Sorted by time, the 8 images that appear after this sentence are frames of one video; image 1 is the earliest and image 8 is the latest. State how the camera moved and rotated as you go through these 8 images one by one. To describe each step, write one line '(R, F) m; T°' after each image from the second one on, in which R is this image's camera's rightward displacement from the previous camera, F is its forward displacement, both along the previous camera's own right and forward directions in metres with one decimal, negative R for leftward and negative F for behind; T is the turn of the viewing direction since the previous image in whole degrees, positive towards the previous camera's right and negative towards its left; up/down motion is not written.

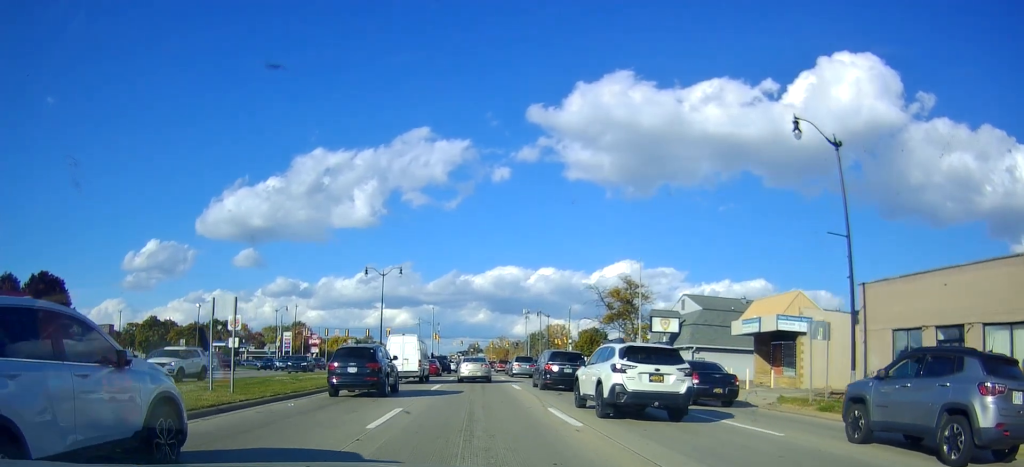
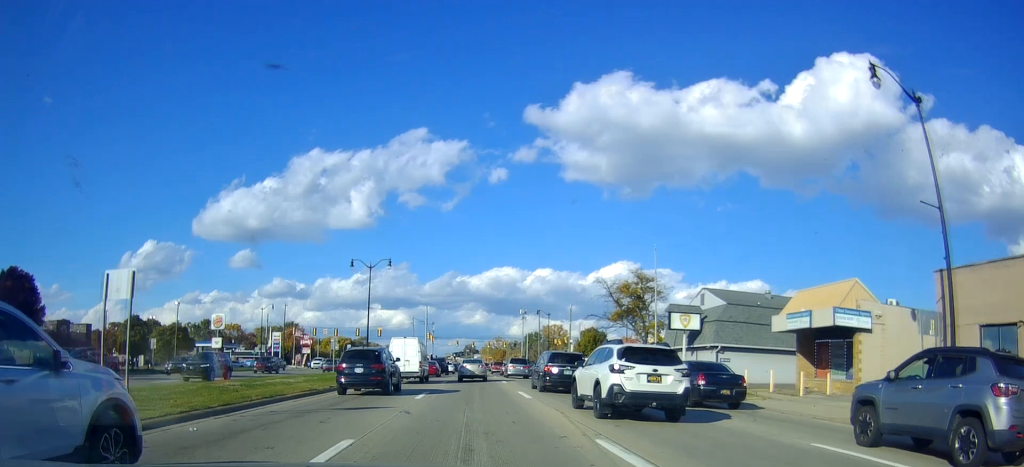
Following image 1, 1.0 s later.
(0.0, +5.2) m; 0°
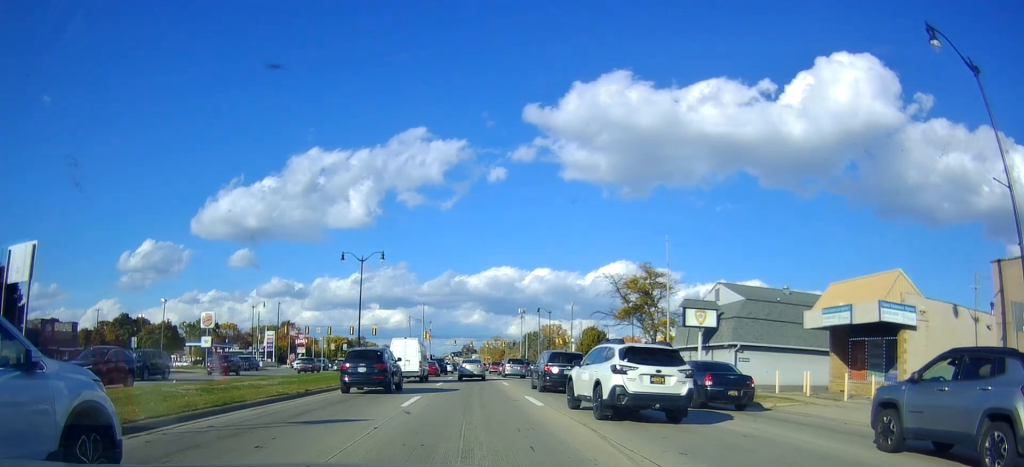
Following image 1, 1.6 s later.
(0.0, +3.3) m; 0°
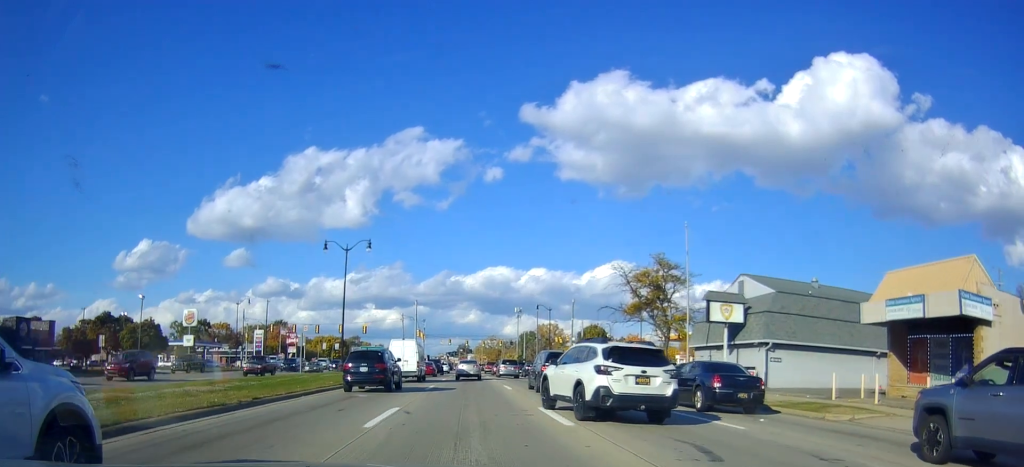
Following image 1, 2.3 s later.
(0.0, +4.8) m; 0°
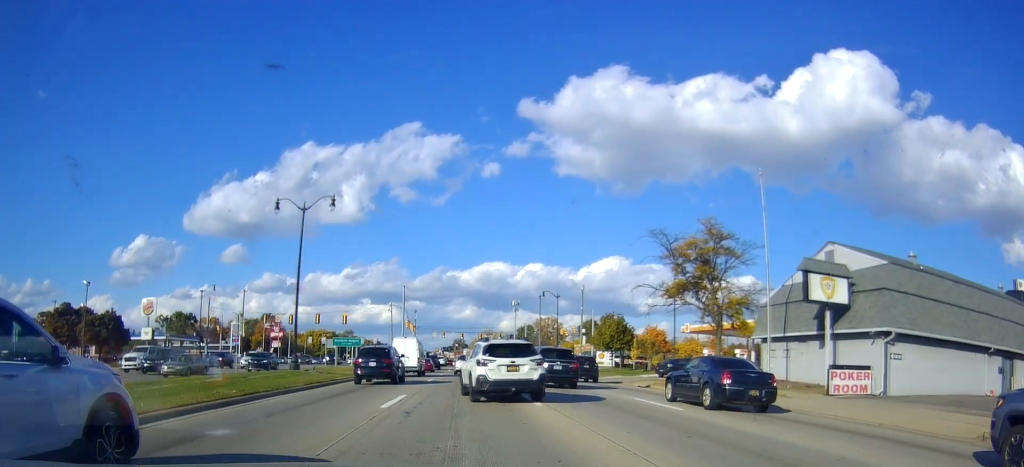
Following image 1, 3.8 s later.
(+0.9, +12.4) m; +5°
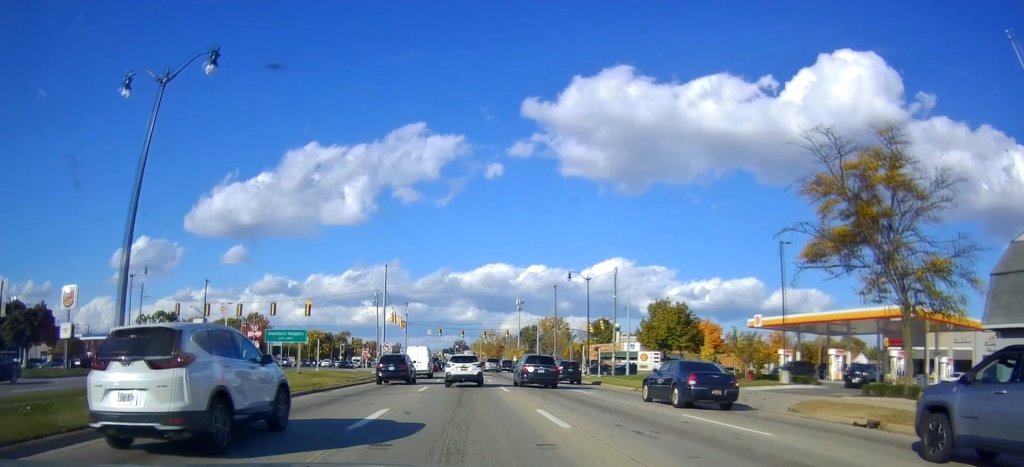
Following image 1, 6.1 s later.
(+0.3, +19.8) m; 0°
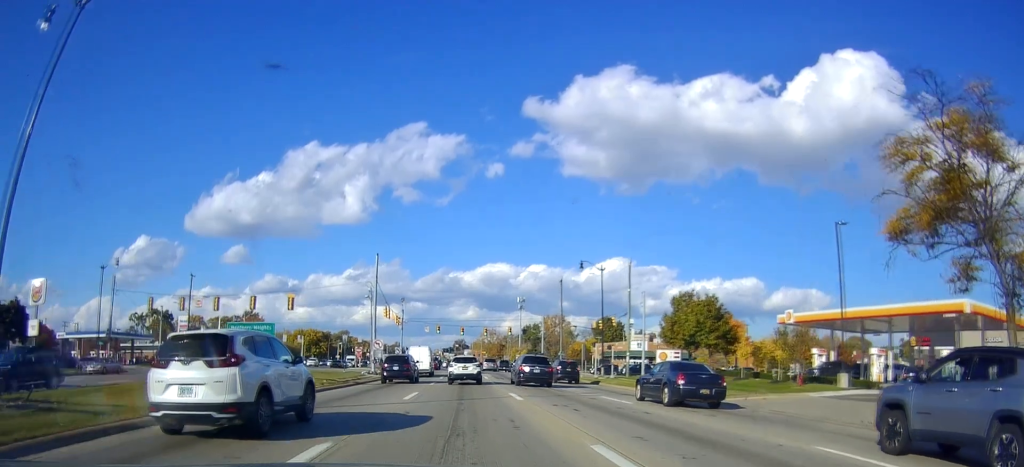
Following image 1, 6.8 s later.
(-0.4, +6.1) m; -2°
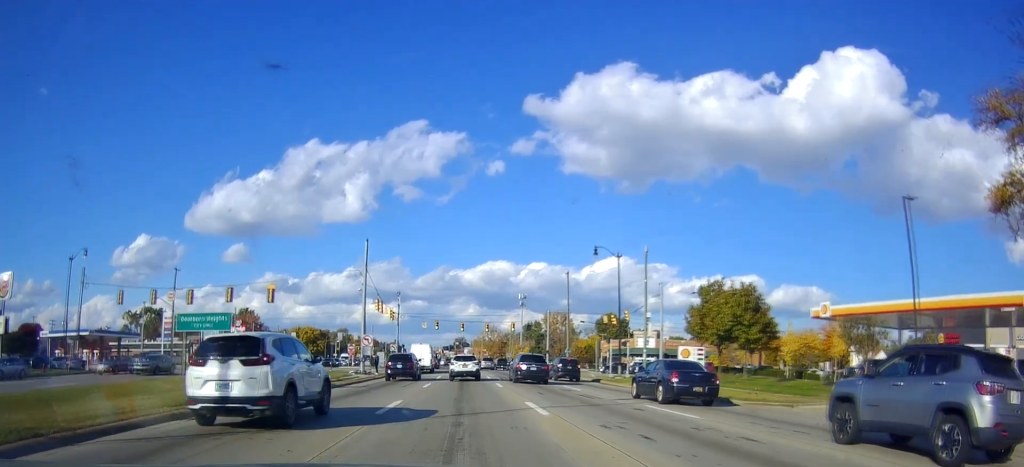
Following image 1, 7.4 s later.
(-0.2, +5.7) m; 0°
